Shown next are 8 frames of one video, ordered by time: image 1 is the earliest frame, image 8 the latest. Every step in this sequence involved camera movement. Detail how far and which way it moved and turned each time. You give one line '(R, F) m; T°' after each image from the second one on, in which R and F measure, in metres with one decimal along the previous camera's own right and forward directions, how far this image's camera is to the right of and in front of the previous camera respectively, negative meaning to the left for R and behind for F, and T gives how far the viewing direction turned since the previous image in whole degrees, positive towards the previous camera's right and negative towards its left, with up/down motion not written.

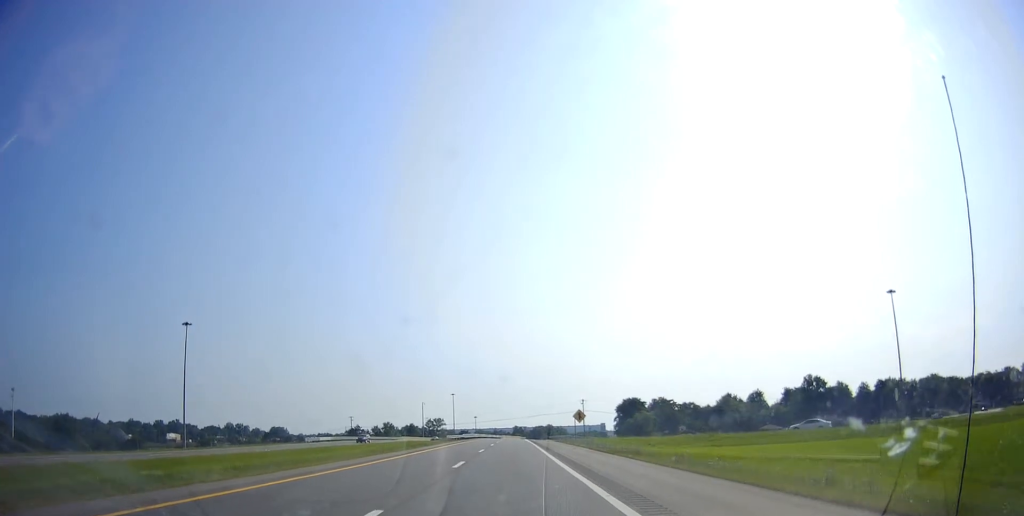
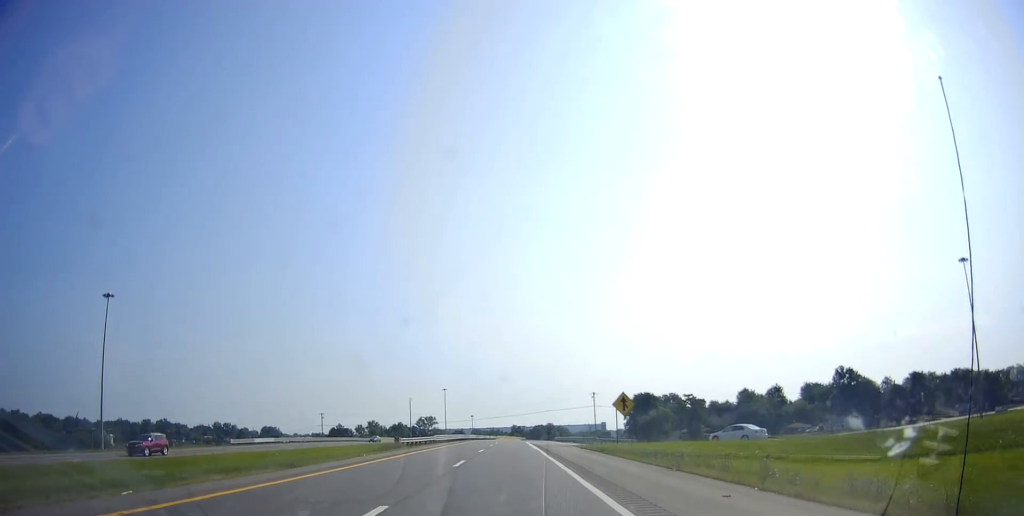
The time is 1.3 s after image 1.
(+0.4, +29.8) m; +1°
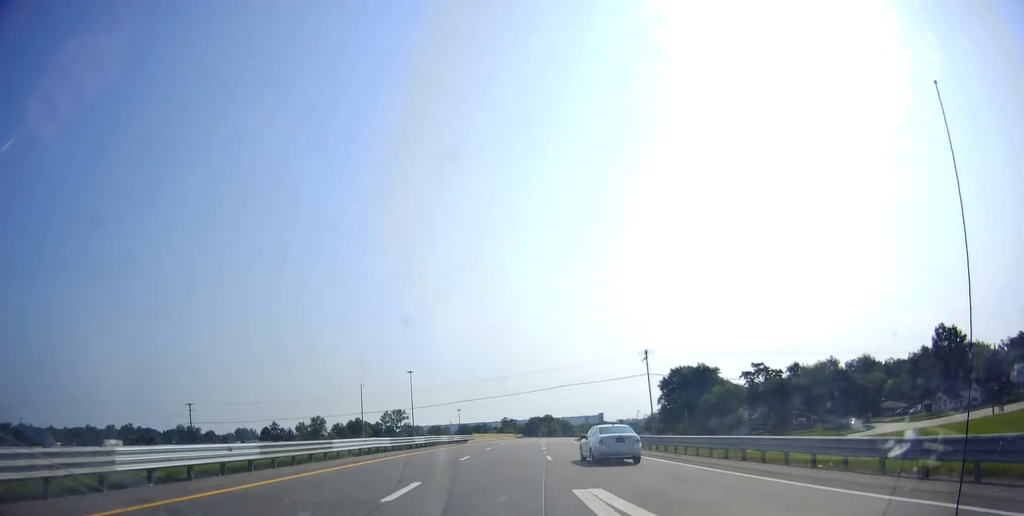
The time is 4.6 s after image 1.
(+0.7, +72.0) m; +2°
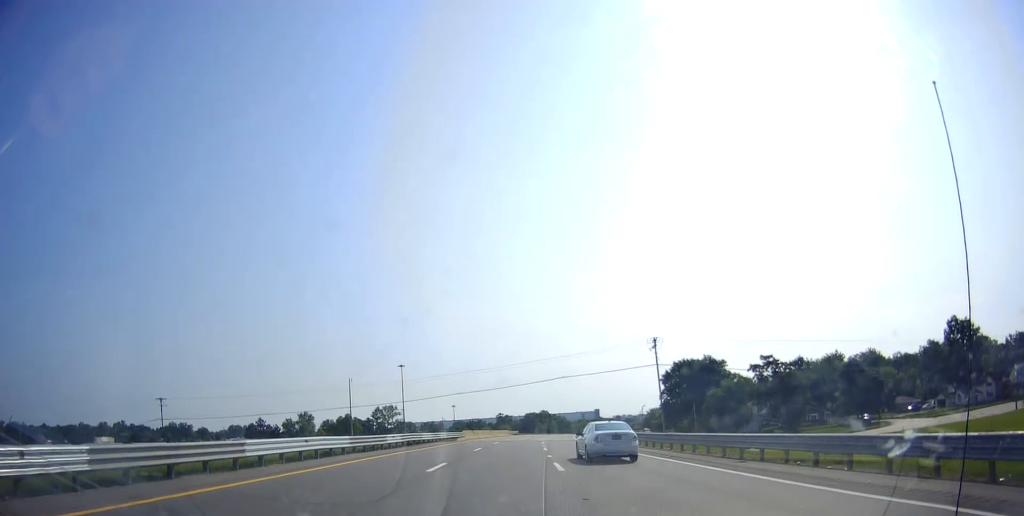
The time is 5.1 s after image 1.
(-0.1, +8.4) m; -1°
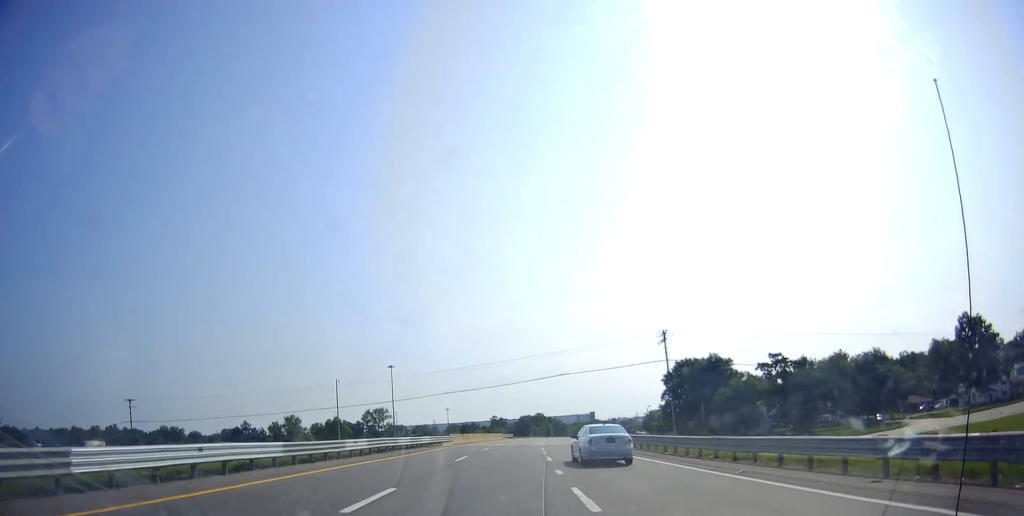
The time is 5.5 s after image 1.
(0.0, +8.4) m; -1°
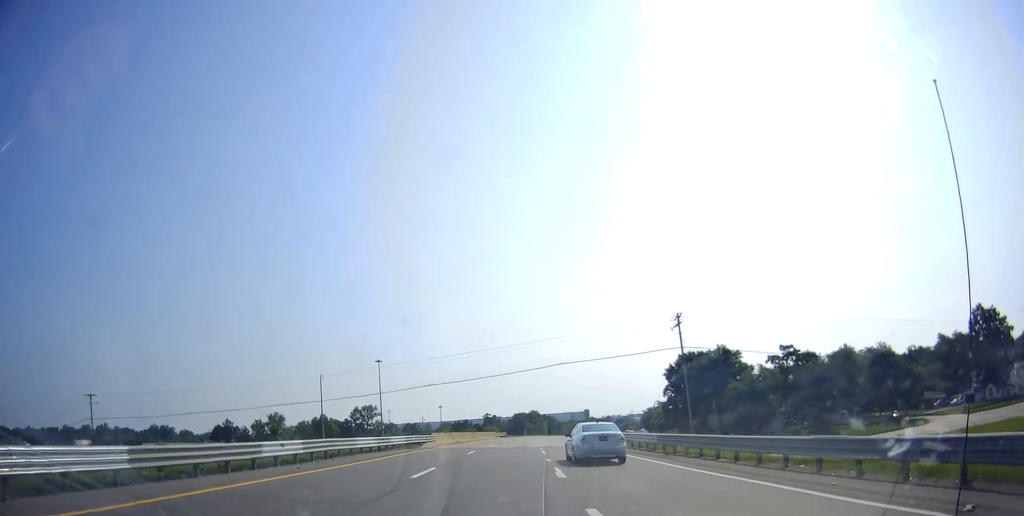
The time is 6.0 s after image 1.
(-0.2, +9.2) m; 0°
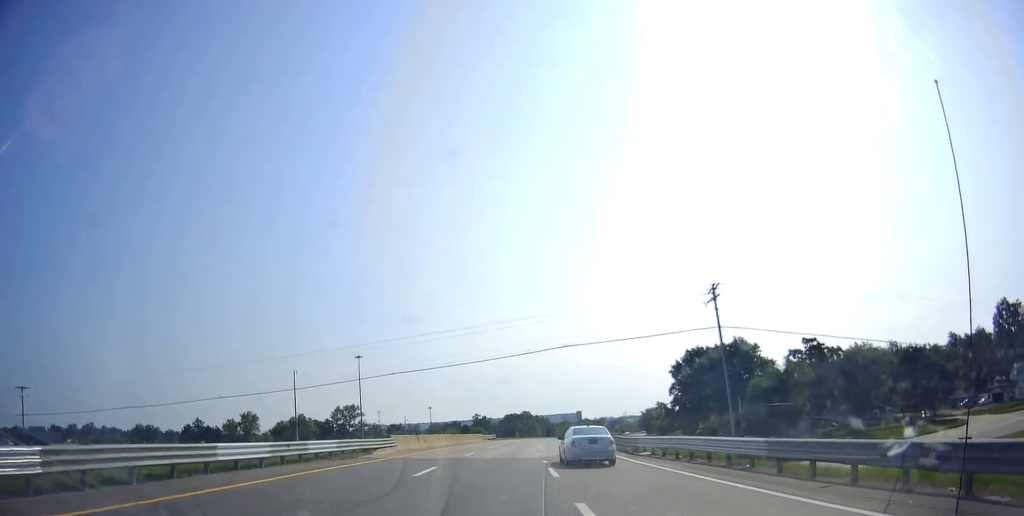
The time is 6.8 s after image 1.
(-0.1, +14.5) m; +2°
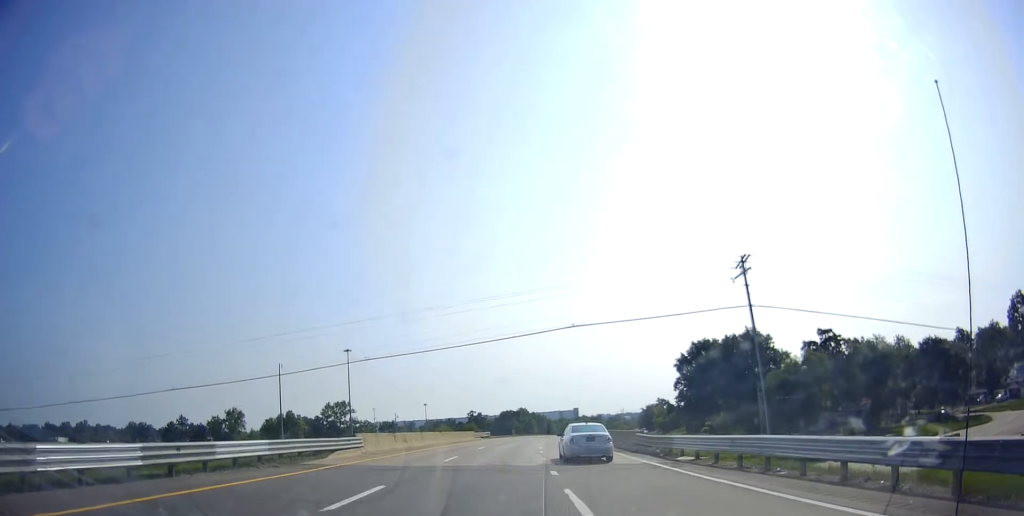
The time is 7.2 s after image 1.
(+0.3, +7.7) m; +1°
